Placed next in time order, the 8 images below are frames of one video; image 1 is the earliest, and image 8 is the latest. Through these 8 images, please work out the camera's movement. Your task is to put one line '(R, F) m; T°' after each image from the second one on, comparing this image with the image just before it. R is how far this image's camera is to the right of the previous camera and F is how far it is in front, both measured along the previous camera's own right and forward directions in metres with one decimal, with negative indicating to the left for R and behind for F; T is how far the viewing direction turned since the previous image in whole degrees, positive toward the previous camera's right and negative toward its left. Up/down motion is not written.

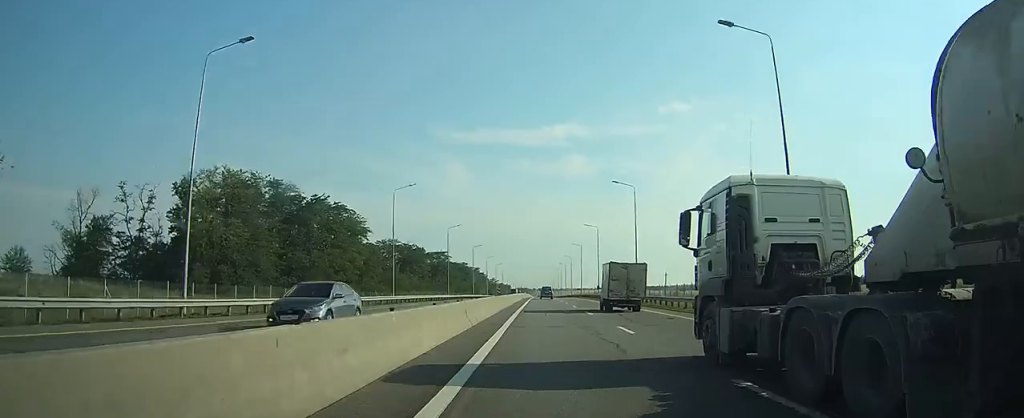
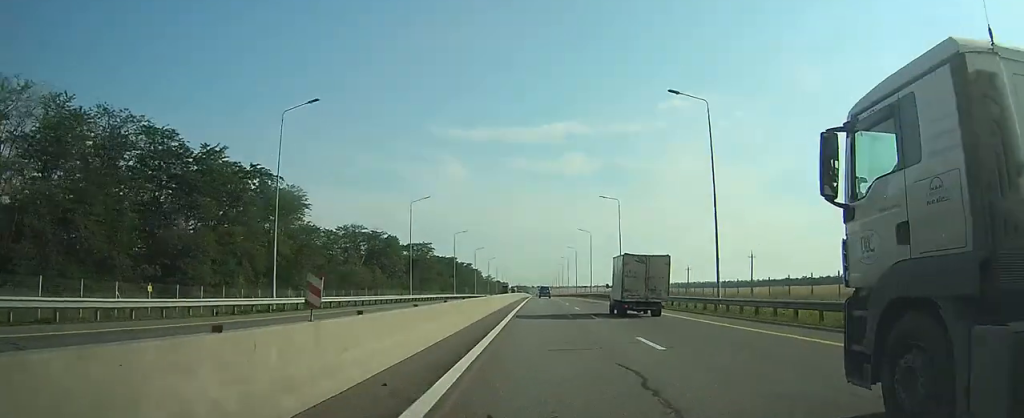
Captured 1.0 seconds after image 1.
(+0.1, +28.9) m; 0°
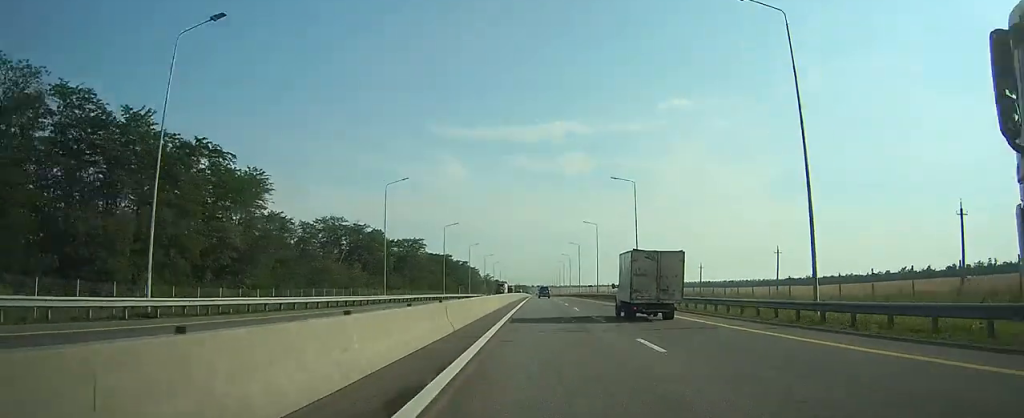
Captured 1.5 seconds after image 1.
(0.0, +12.2) m; 0°
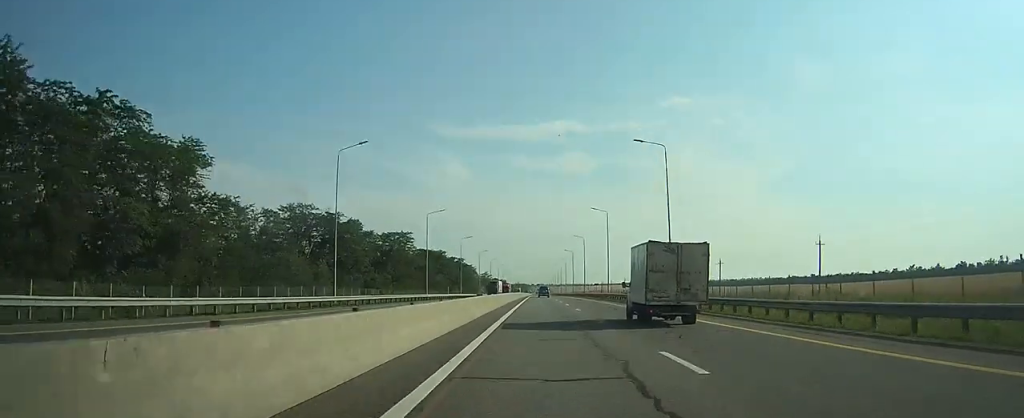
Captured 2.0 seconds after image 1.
(0.0, +15.1) m; 0°
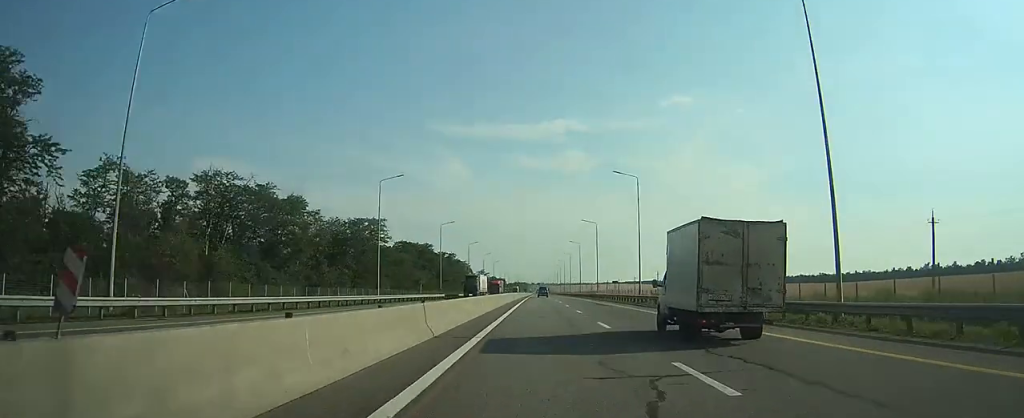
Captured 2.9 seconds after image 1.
(0.0, +25.7) m; 0°
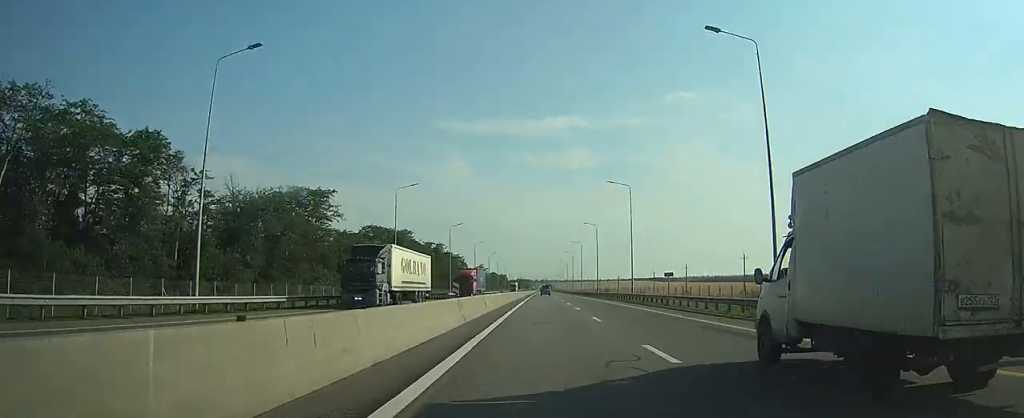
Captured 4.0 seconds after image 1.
(-0.1, +32.5) m; -1°
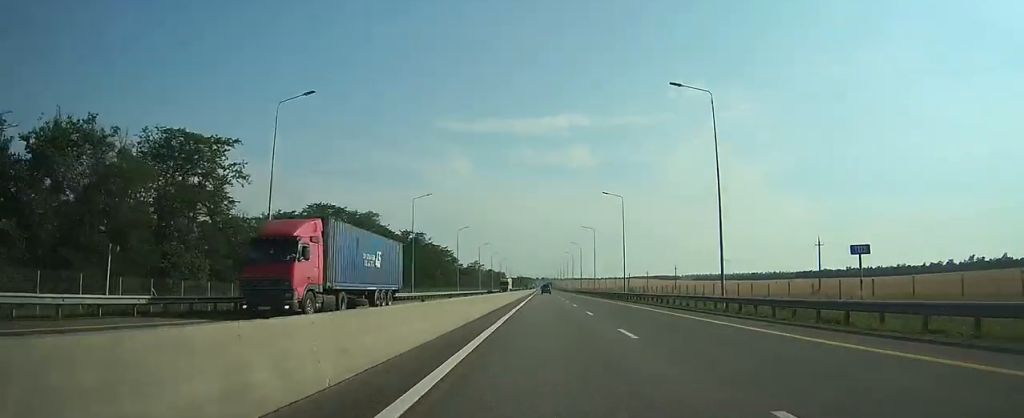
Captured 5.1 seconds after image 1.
(-0.2, +30.9) m; 0°
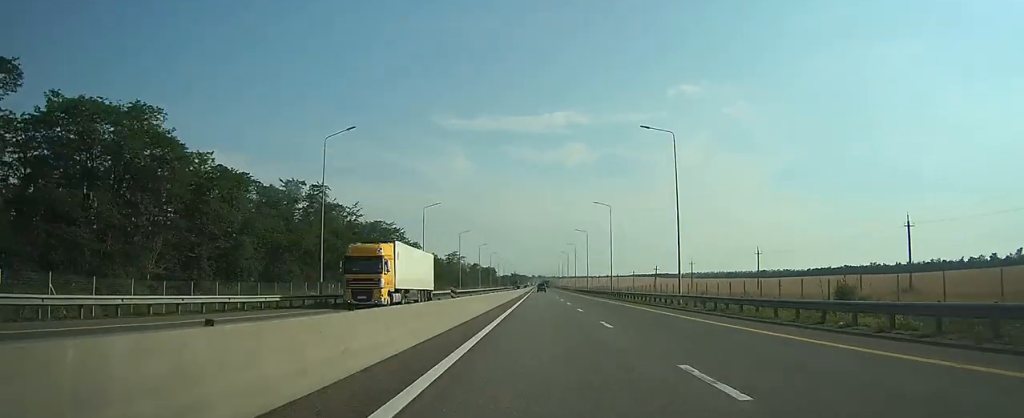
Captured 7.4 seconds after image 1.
(+0.7, +68.4) m; +1°
